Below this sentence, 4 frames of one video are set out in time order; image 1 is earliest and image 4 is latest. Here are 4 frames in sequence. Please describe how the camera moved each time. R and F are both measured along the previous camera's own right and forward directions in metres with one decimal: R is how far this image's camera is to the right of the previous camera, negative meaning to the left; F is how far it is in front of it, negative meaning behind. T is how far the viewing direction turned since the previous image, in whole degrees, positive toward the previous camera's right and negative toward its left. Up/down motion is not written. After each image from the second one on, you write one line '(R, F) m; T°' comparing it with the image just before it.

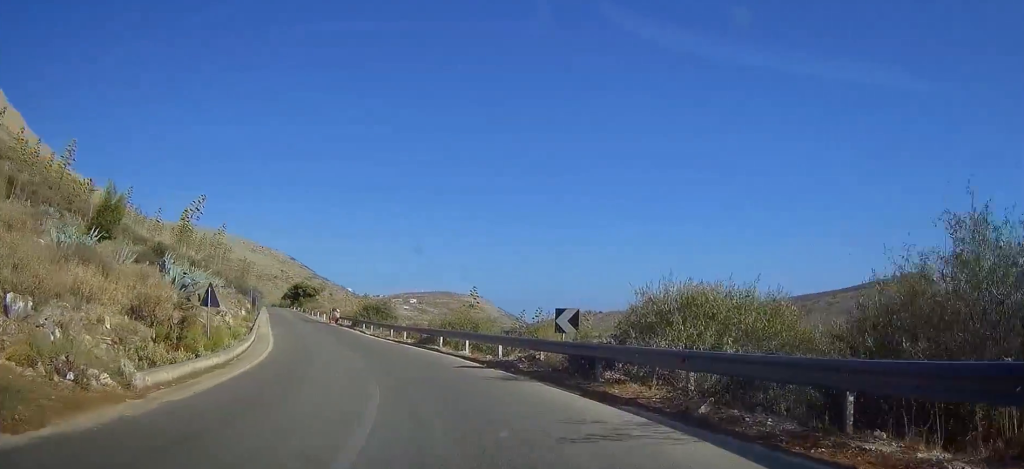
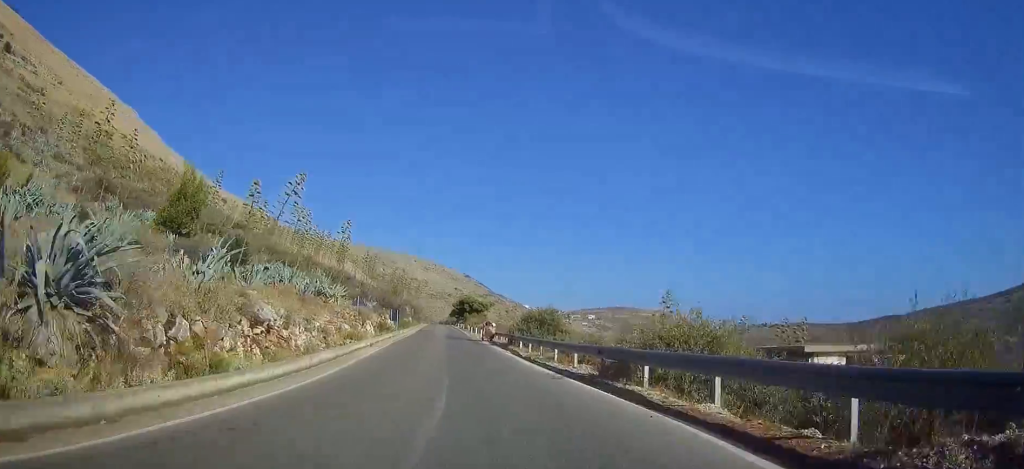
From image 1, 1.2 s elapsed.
(-2.4, +14.2) m; -13°
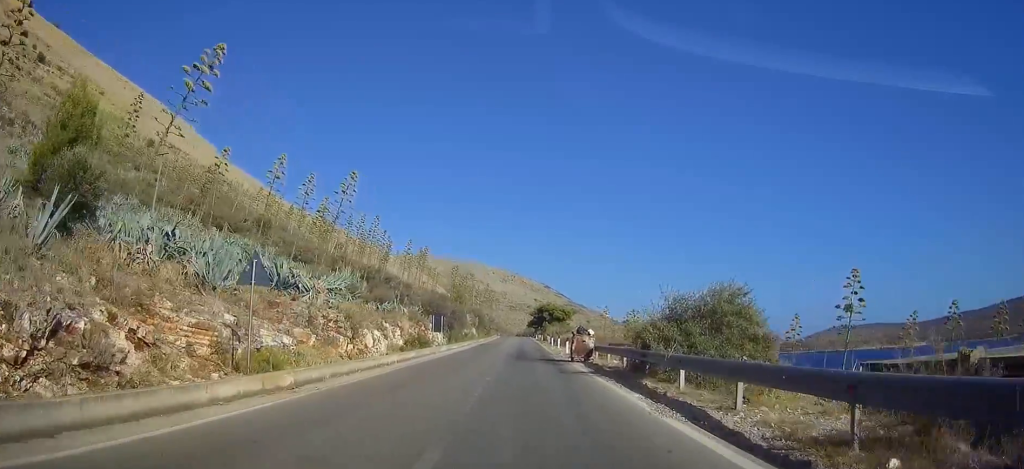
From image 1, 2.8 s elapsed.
(-0.3, +22.9) m; -3°
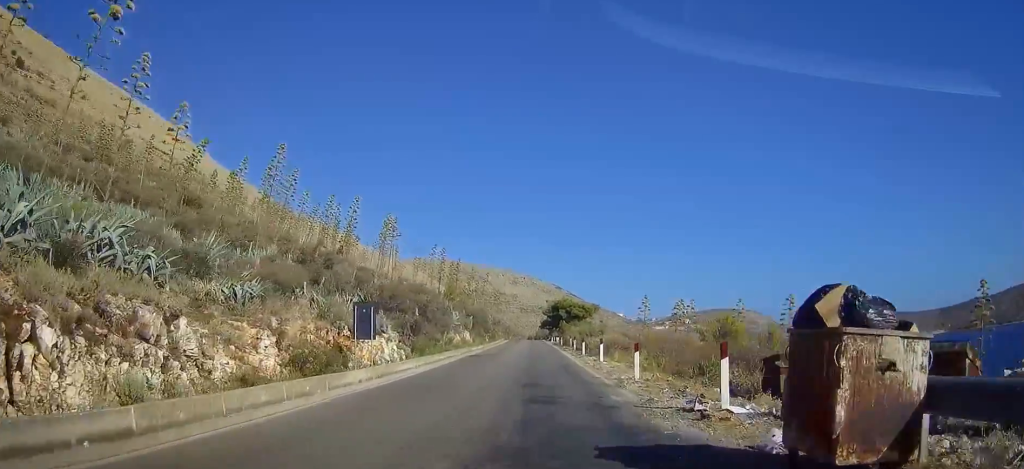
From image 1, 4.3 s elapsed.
(-1.7, +24.4) m; -6°
